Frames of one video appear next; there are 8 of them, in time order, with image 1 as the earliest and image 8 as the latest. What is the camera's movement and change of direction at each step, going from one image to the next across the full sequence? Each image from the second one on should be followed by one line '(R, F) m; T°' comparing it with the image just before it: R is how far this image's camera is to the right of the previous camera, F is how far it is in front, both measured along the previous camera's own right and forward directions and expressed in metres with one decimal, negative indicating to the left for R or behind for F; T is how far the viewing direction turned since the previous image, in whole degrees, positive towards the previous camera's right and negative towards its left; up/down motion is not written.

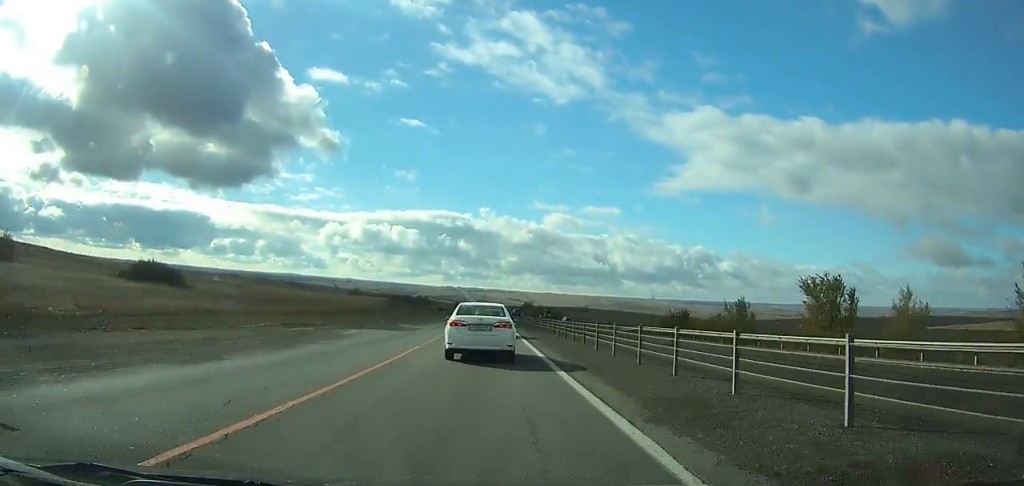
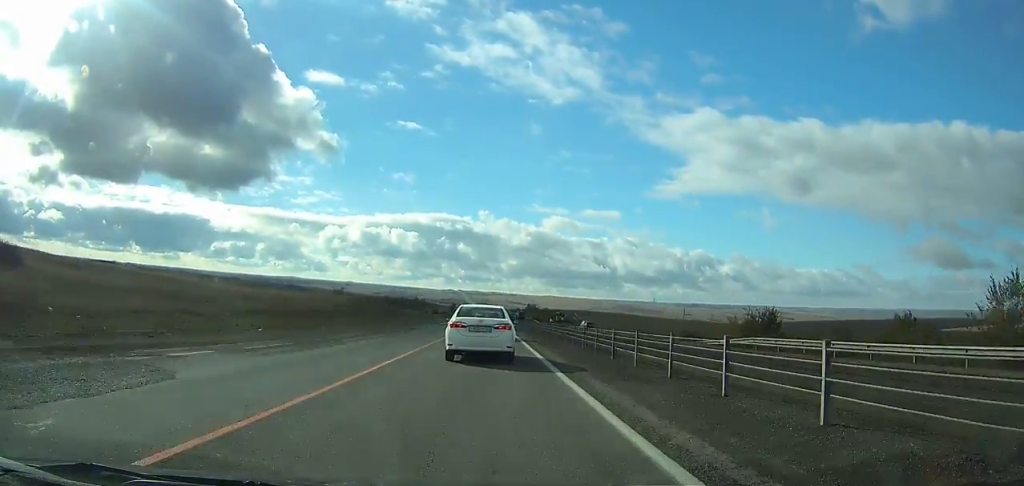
(+0.1, +29.0) m; 0°
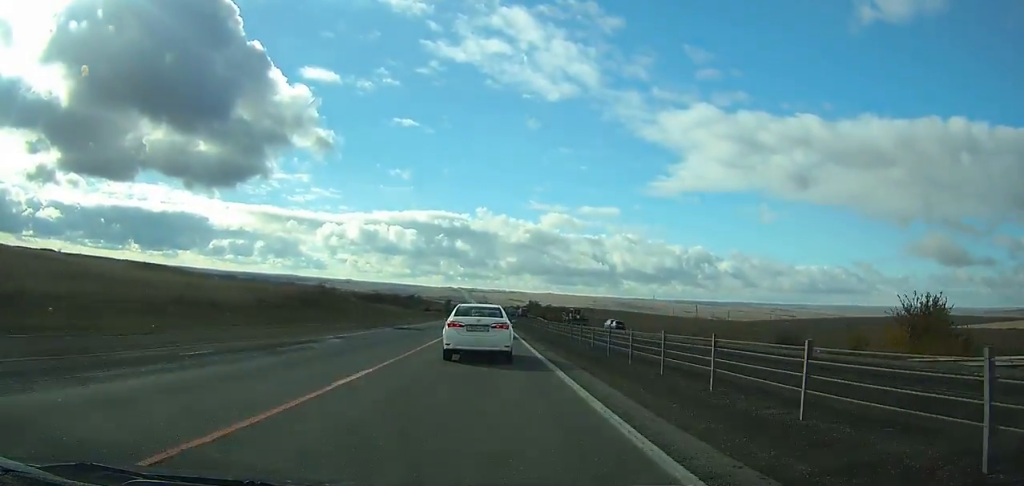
(0.0, +25.8) m; 0°
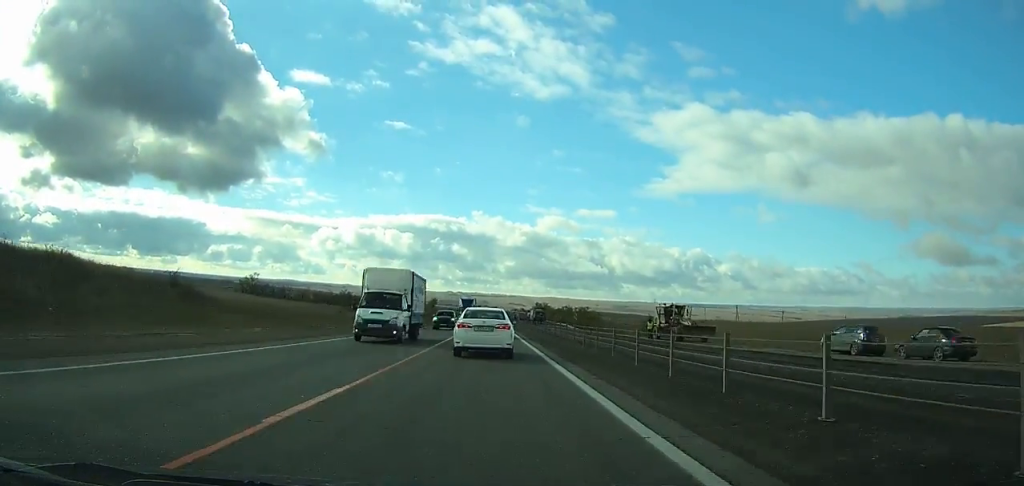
(-0.3, +63.9) m; 0°
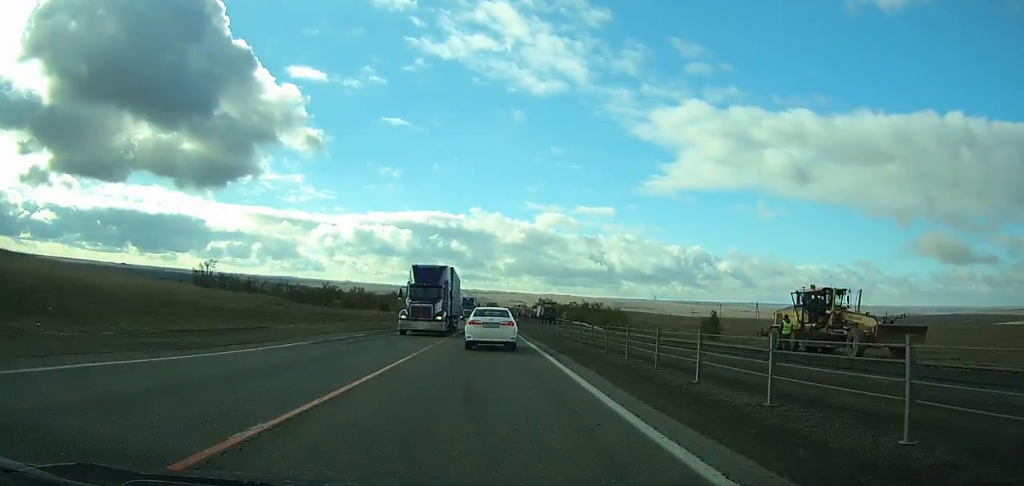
(0.0, +26.3) m; 0°
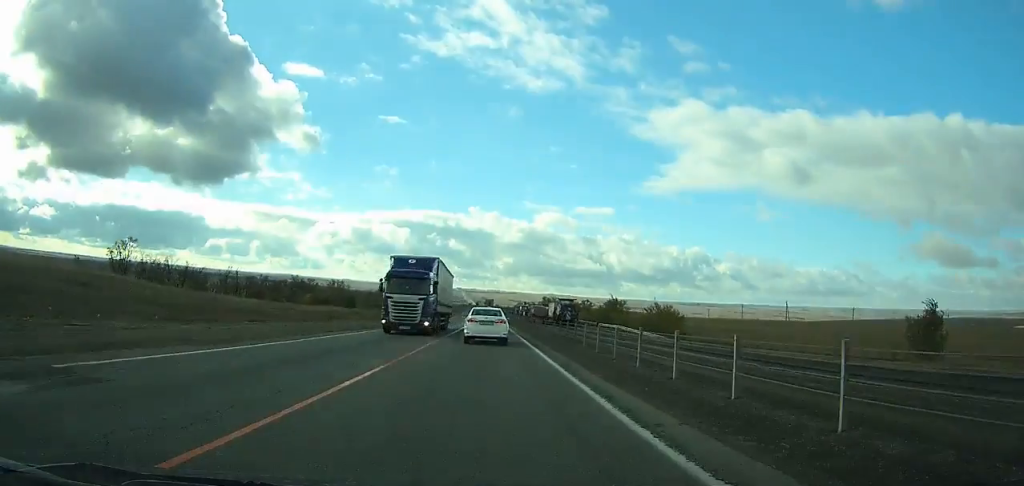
(+0.1, +32.9) m; 0°
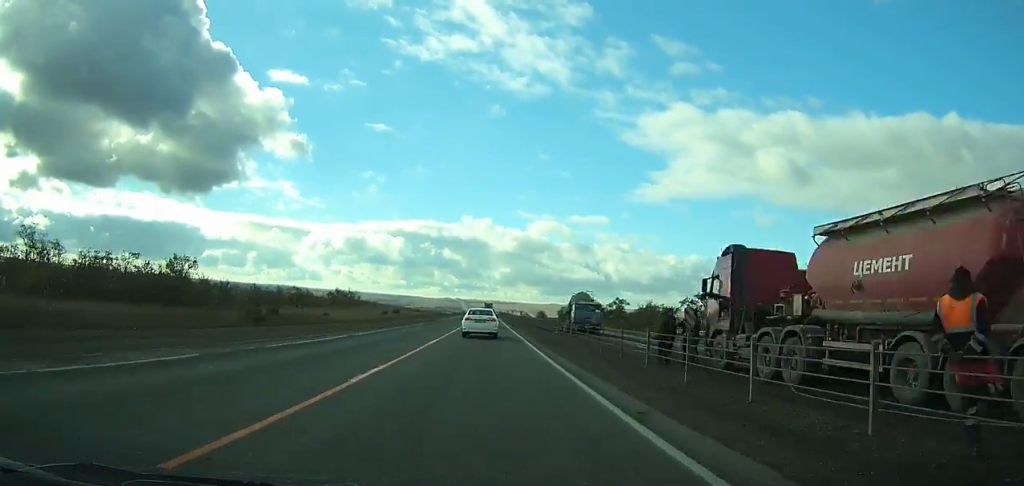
(+0.4, +109.4) m; 0°
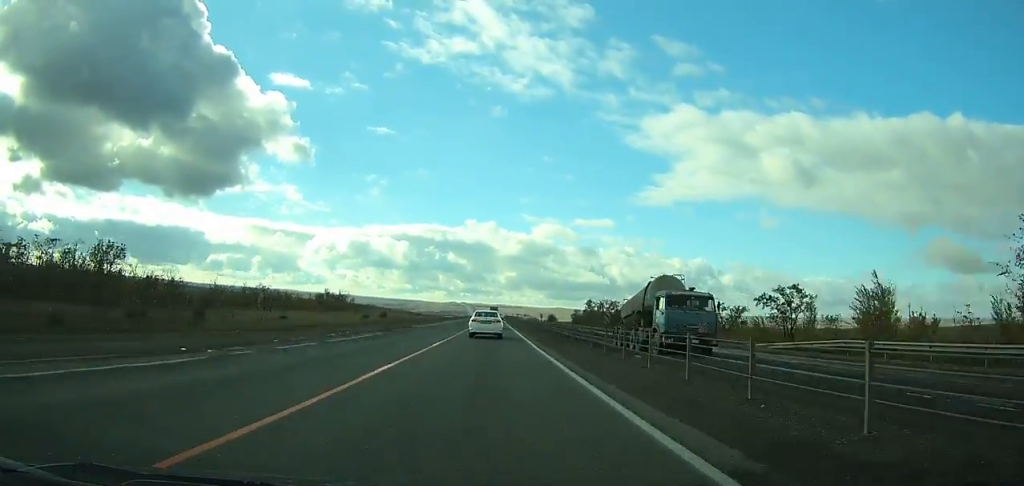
(-0.1, +24.3) m; 0°
